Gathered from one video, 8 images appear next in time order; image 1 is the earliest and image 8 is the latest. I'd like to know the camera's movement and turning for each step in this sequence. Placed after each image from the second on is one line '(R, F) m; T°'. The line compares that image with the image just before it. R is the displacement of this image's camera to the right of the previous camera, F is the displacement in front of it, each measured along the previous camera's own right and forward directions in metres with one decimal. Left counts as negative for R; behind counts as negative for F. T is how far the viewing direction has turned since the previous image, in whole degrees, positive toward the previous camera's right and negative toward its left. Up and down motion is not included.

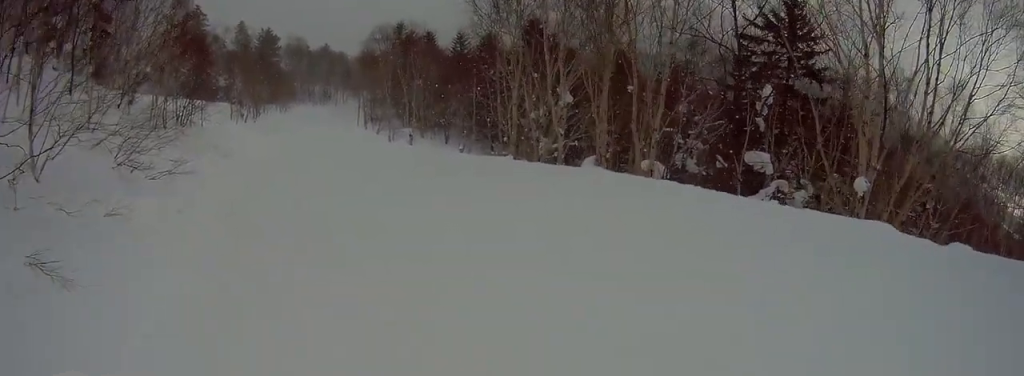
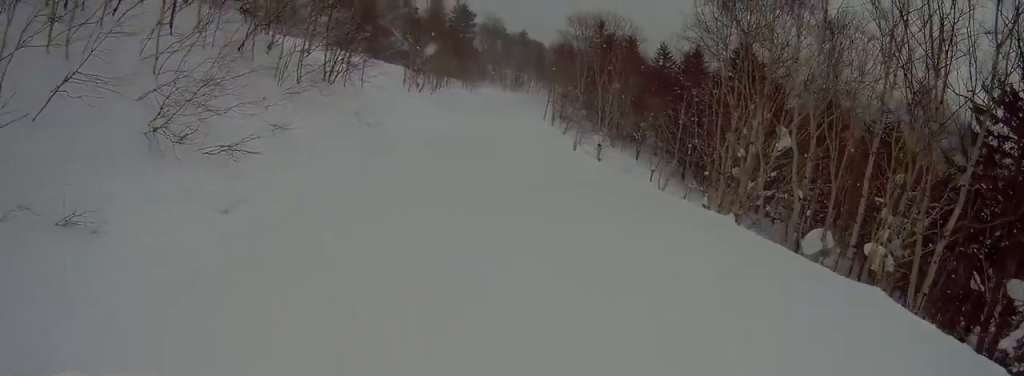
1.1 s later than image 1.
(+0.4, +3.9) m; -1°
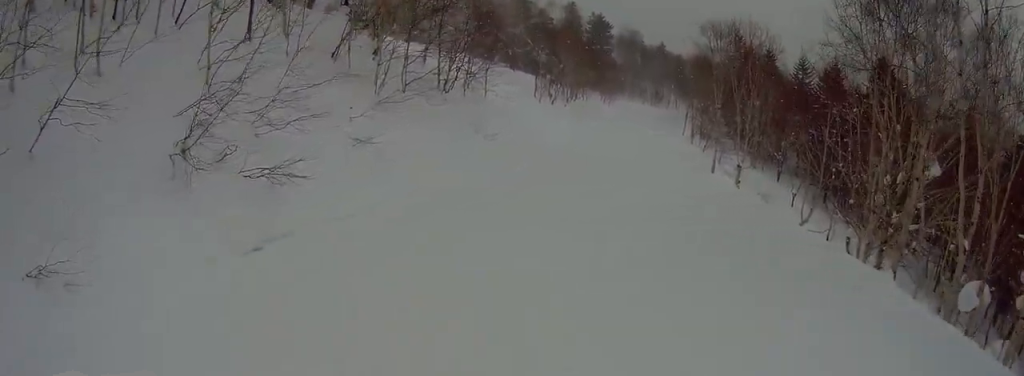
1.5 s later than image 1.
(-0.1, +1.8) m; -6°
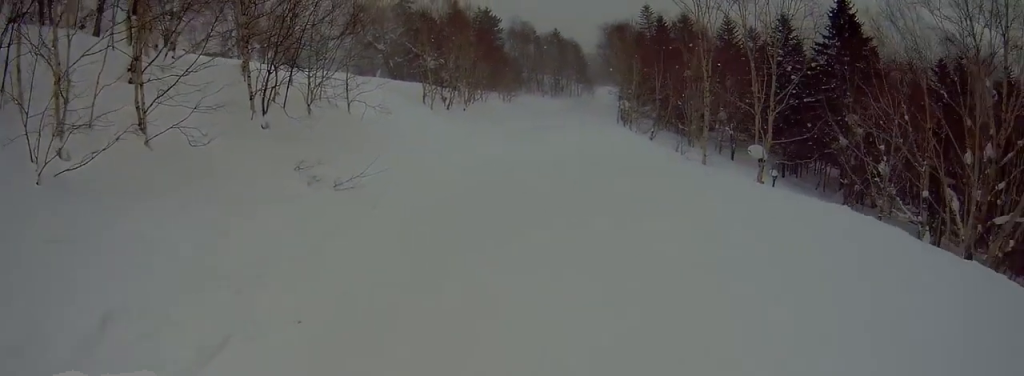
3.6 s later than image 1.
(-1.8, +9.1) m; -1°
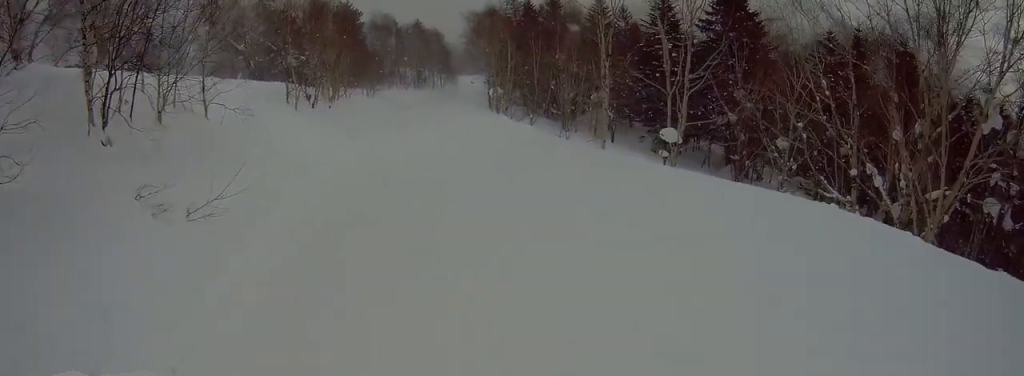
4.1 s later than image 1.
(-0.1, +2.0) m; +10°
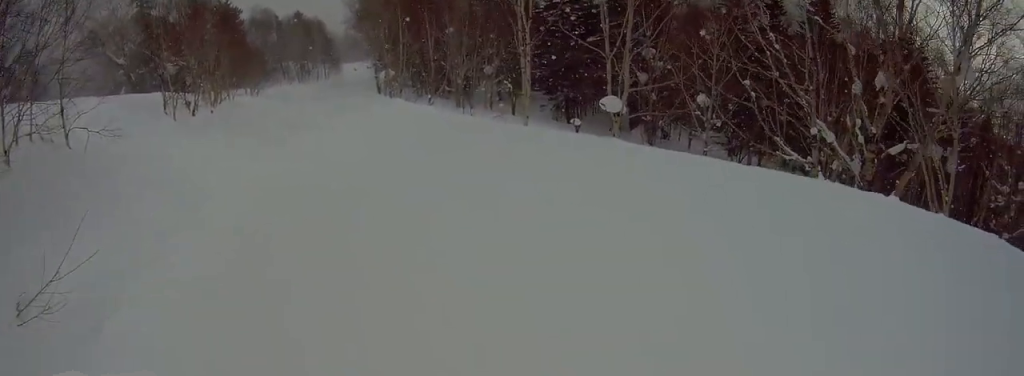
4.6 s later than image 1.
(+0.4, +2.3) m; +1°
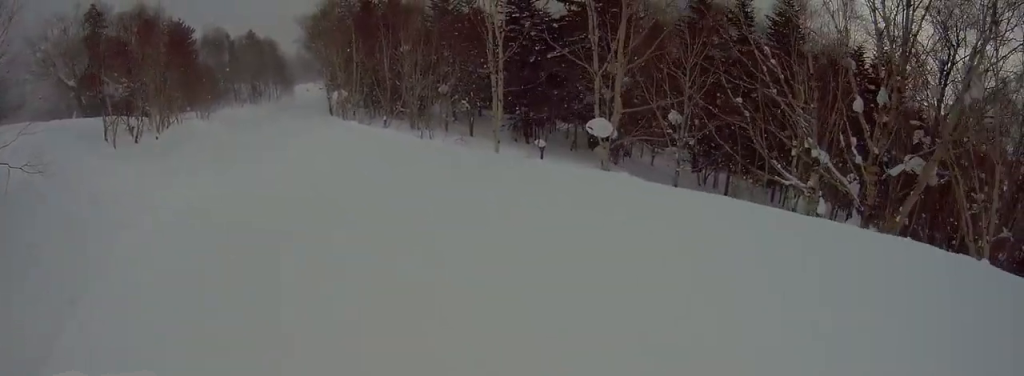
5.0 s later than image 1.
(+0.6, +1.7) m; -3°
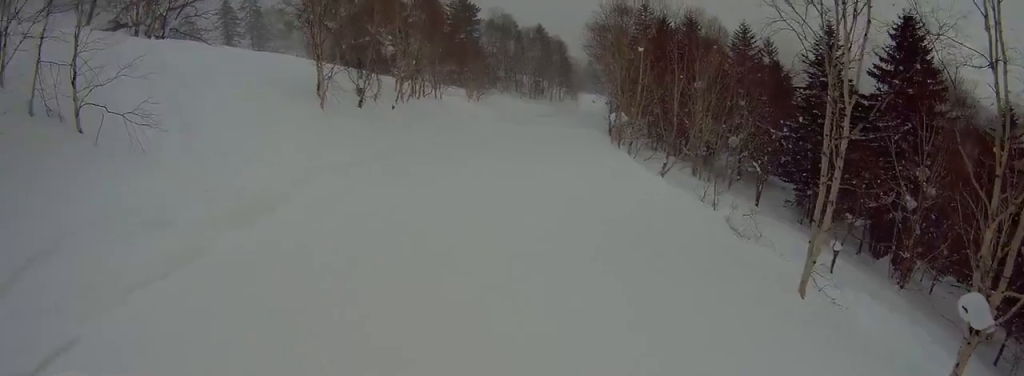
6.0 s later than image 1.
(-1.1, +4.3) m; -14°
